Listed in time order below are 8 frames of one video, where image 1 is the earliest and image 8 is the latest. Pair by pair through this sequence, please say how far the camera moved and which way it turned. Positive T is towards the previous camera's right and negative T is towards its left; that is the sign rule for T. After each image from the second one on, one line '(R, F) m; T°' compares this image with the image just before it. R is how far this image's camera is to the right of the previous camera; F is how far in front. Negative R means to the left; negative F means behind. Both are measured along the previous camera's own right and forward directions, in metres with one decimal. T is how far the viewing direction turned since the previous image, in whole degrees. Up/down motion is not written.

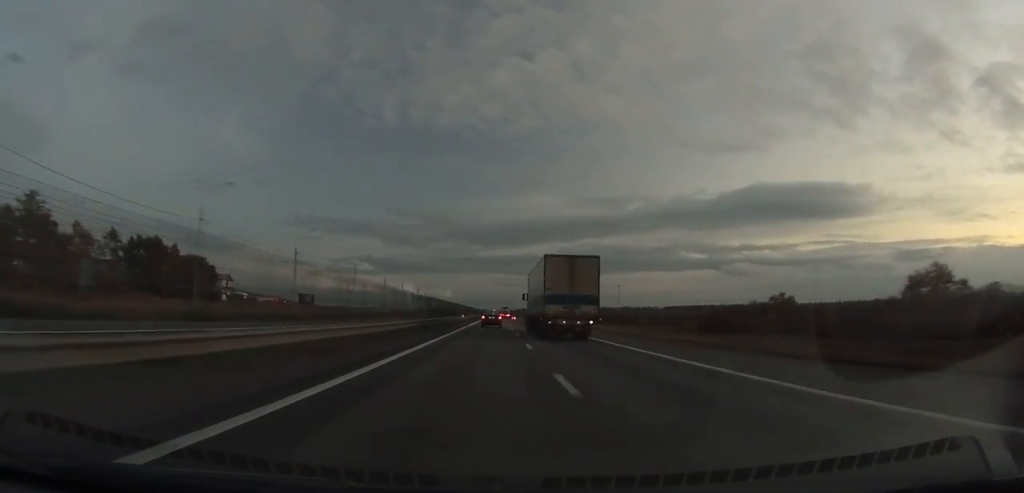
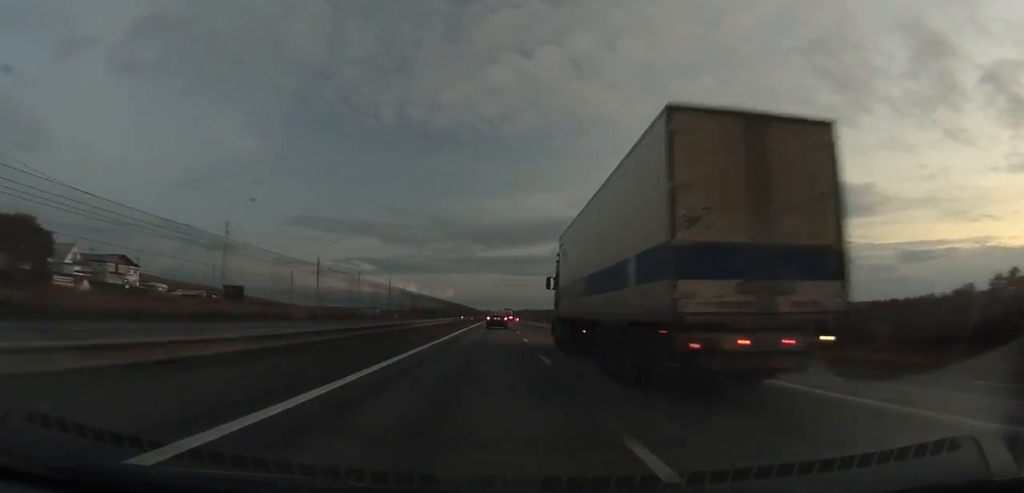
(+0.2, +54.9) m; 0°
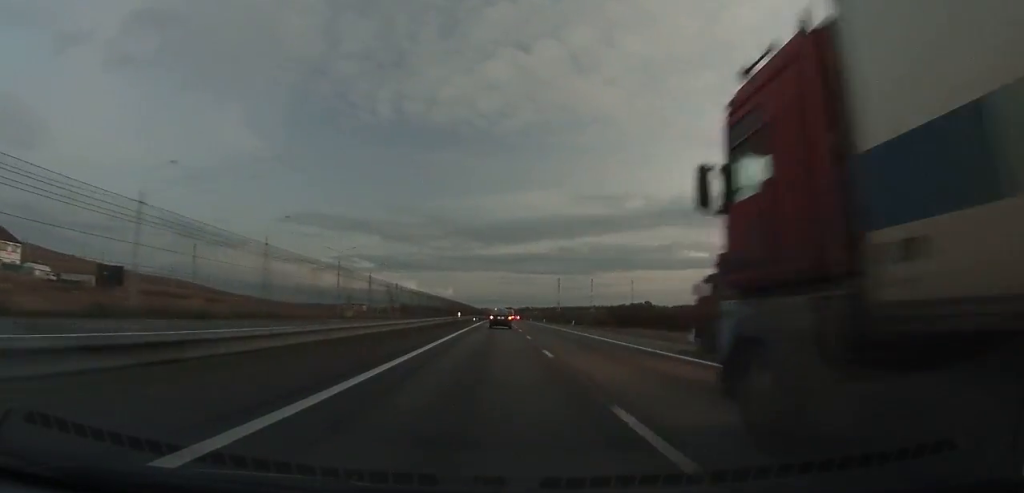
(+0.1, +44.2) m; 0°
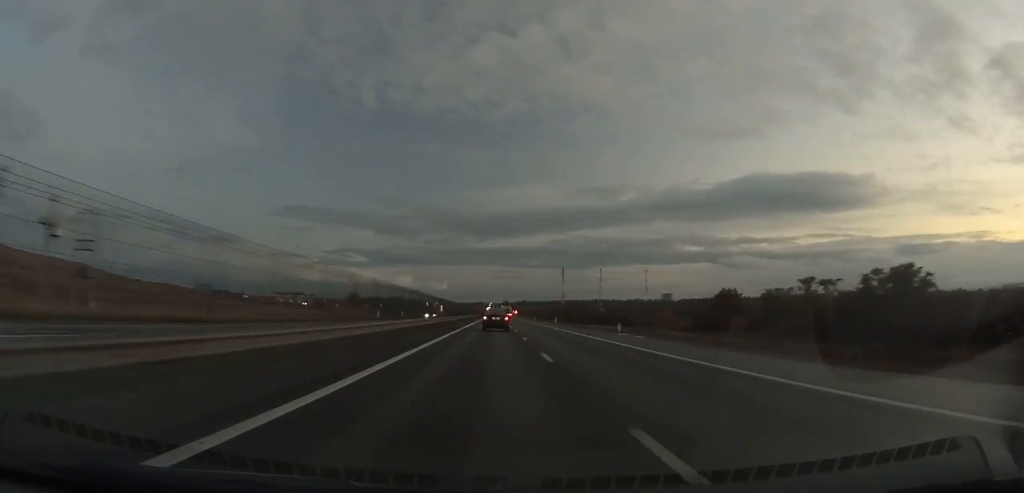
(-0.1, +134.3) m; 0°
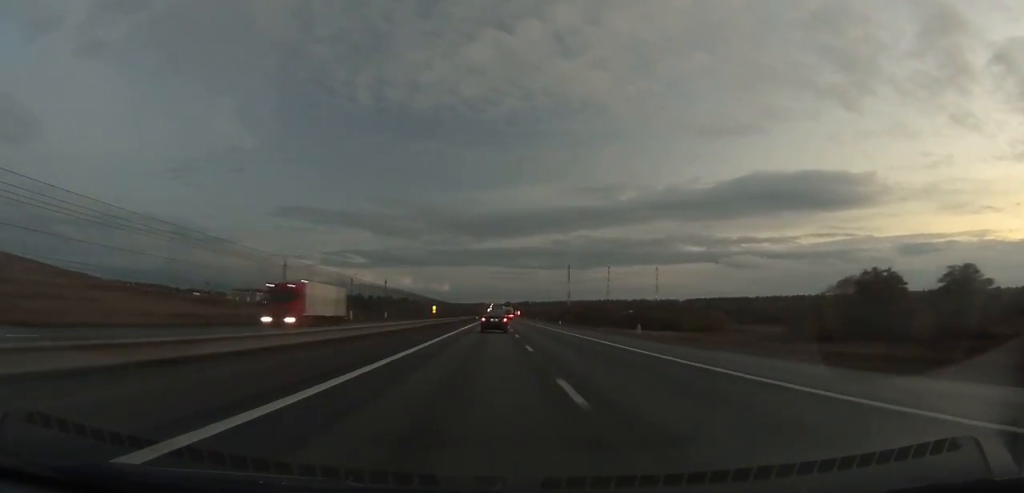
(+0.1, +56.0) m; 0°
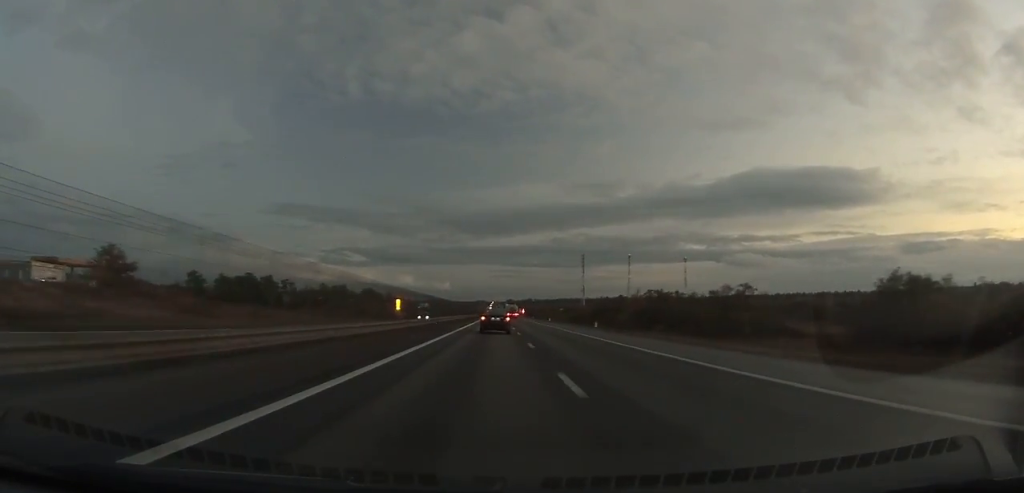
(0.0, +131.8) m; 0°
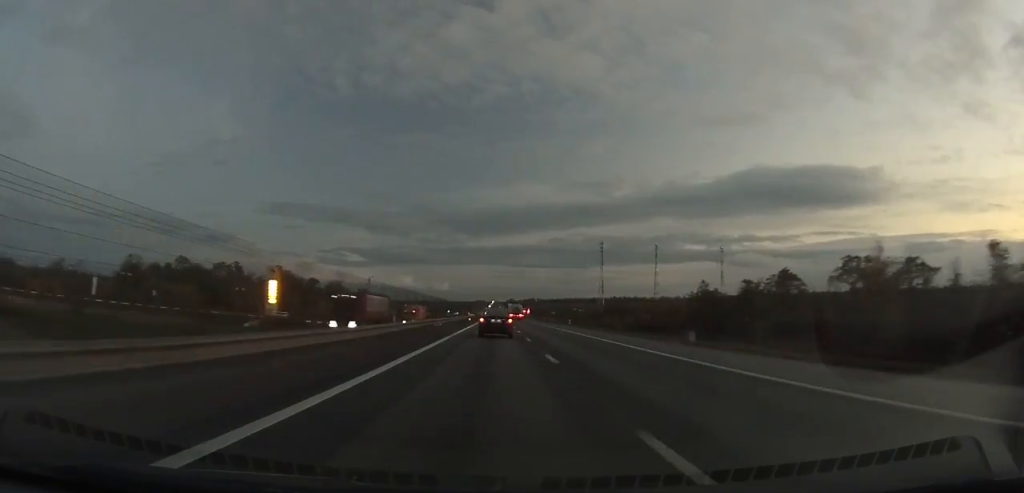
(+0.2, +127.2) m; 0°
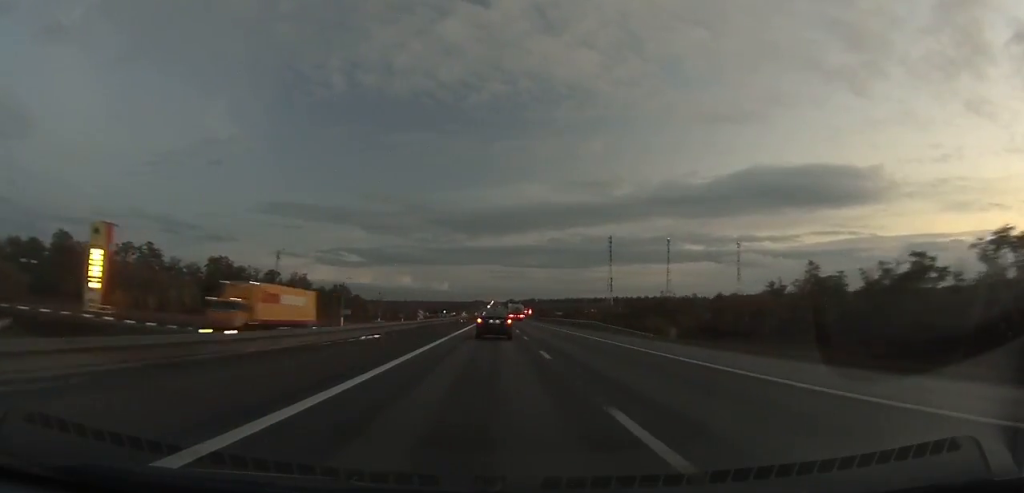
(0.0, +45.3) m; 0°
